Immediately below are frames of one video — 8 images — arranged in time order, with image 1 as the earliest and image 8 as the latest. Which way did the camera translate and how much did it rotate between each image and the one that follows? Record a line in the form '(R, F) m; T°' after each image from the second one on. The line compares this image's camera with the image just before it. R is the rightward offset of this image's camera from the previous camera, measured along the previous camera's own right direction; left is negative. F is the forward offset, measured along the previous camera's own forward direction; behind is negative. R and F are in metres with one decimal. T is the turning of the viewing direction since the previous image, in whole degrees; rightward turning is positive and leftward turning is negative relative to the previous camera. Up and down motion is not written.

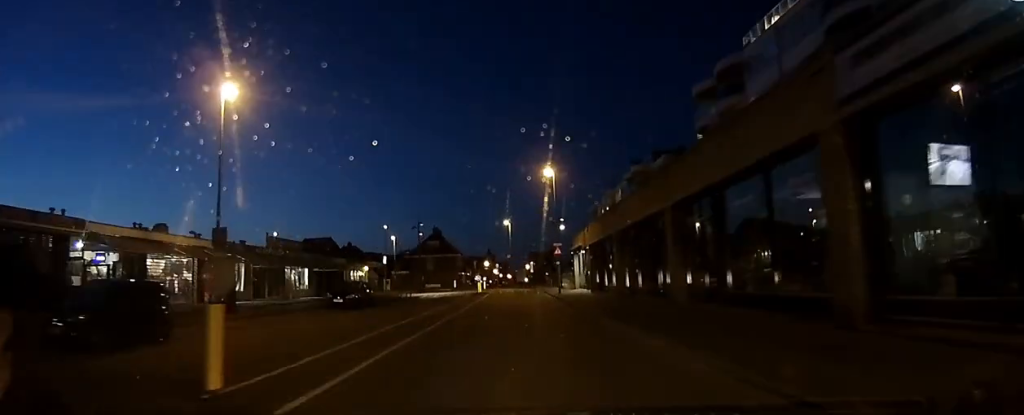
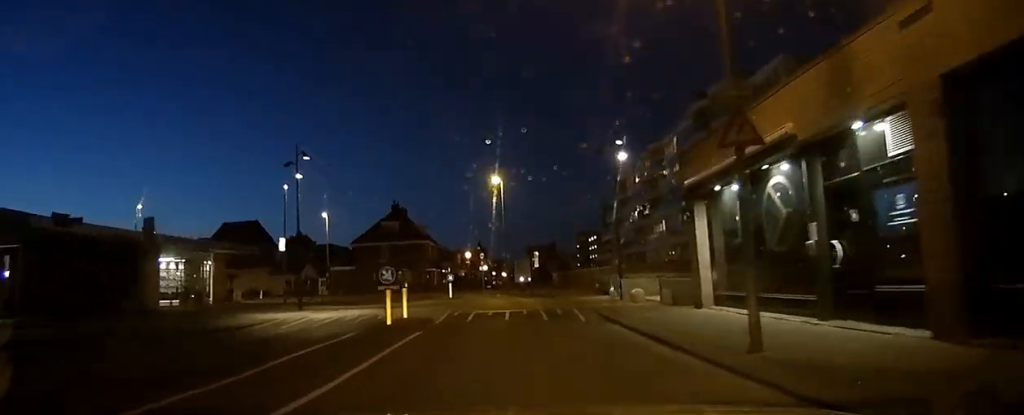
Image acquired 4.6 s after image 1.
(-0.1, +36.7) m; -5°
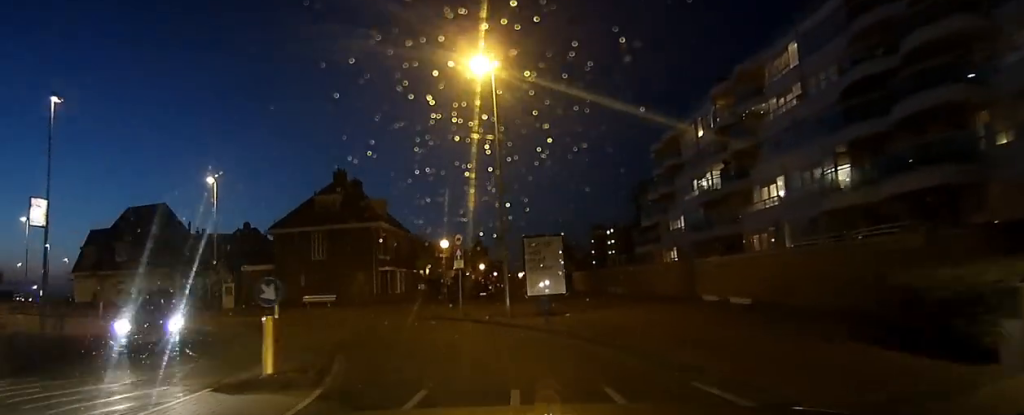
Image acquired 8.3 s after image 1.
(-3.8, +30.8) m; -22°
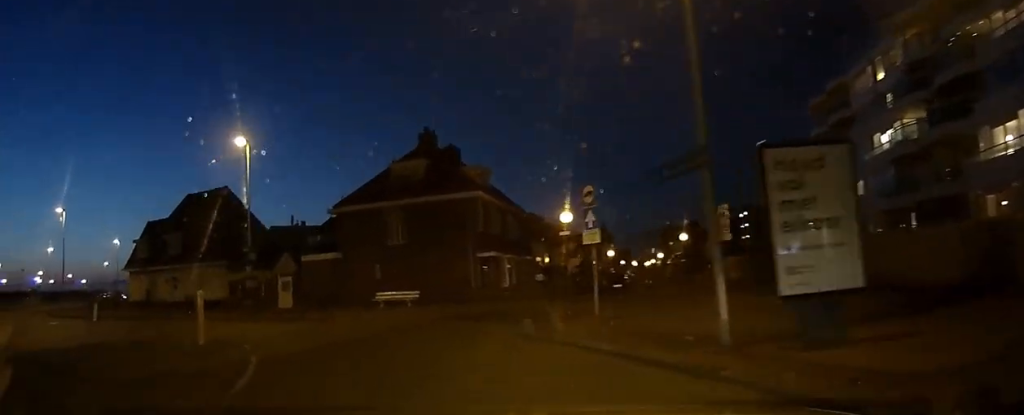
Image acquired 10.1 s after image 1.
(-3.0, +4.6) m; -26°
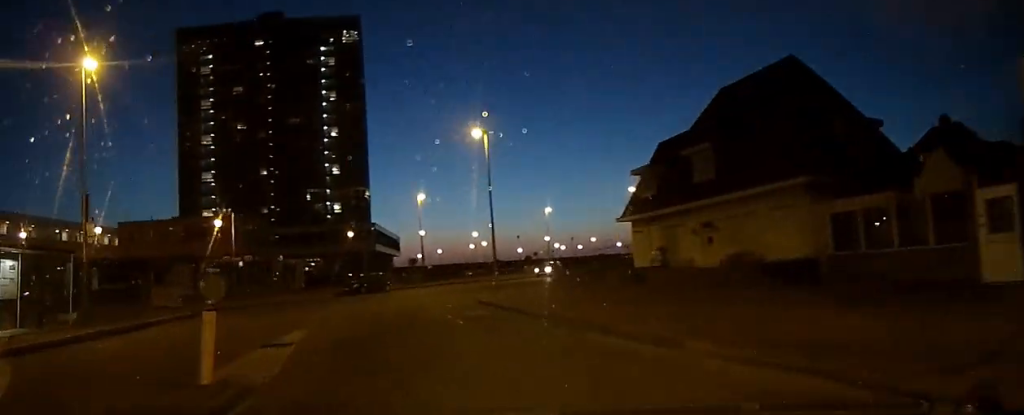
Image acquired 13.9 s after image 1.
(-5.1, +13.4) m; -26°
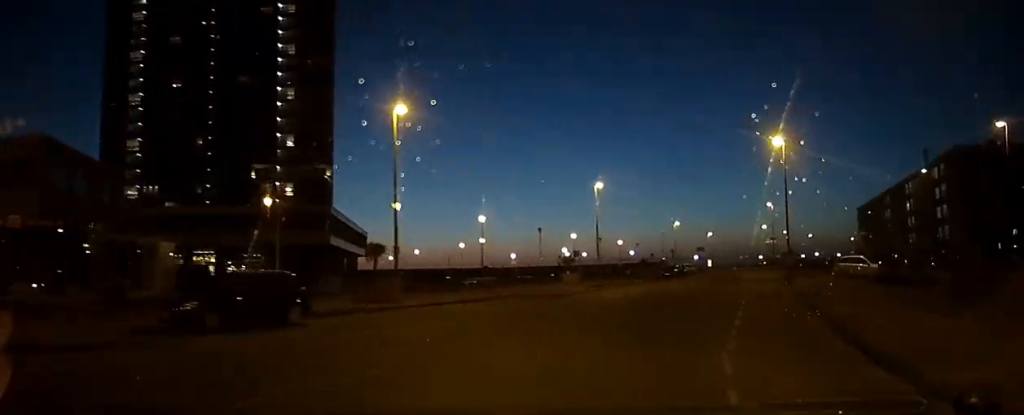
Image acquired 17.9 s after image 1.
(+0.8, +18.2) m; +15°
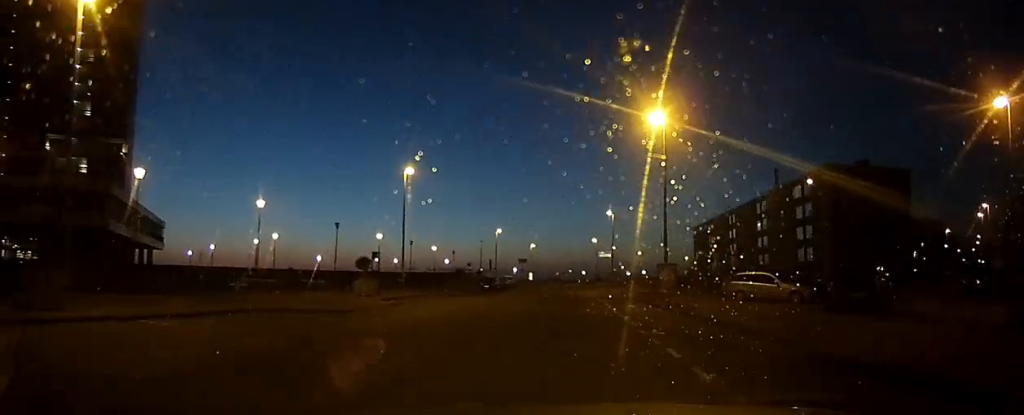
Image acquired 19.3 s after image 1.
(+0.9, +7.3) m; +8°
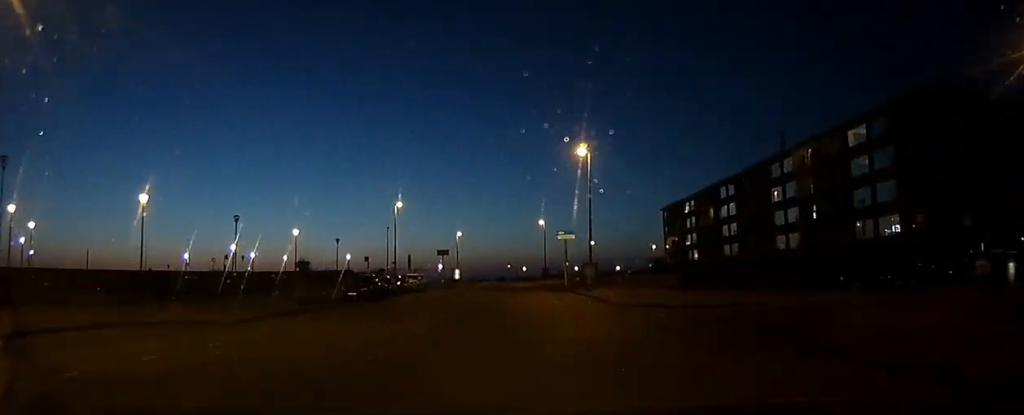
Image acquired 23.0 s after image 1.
(+4.0, +27.3) m; +11°
